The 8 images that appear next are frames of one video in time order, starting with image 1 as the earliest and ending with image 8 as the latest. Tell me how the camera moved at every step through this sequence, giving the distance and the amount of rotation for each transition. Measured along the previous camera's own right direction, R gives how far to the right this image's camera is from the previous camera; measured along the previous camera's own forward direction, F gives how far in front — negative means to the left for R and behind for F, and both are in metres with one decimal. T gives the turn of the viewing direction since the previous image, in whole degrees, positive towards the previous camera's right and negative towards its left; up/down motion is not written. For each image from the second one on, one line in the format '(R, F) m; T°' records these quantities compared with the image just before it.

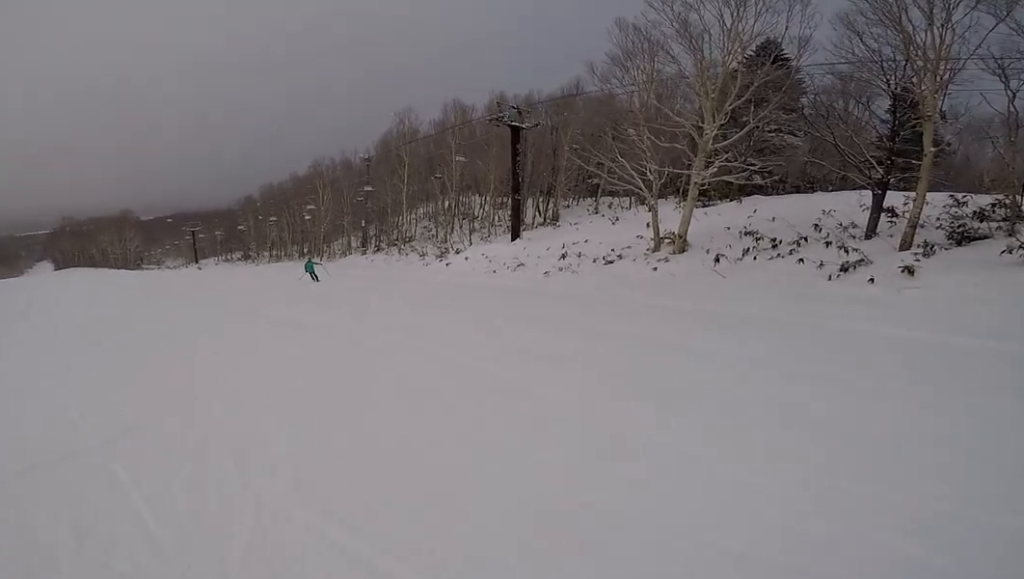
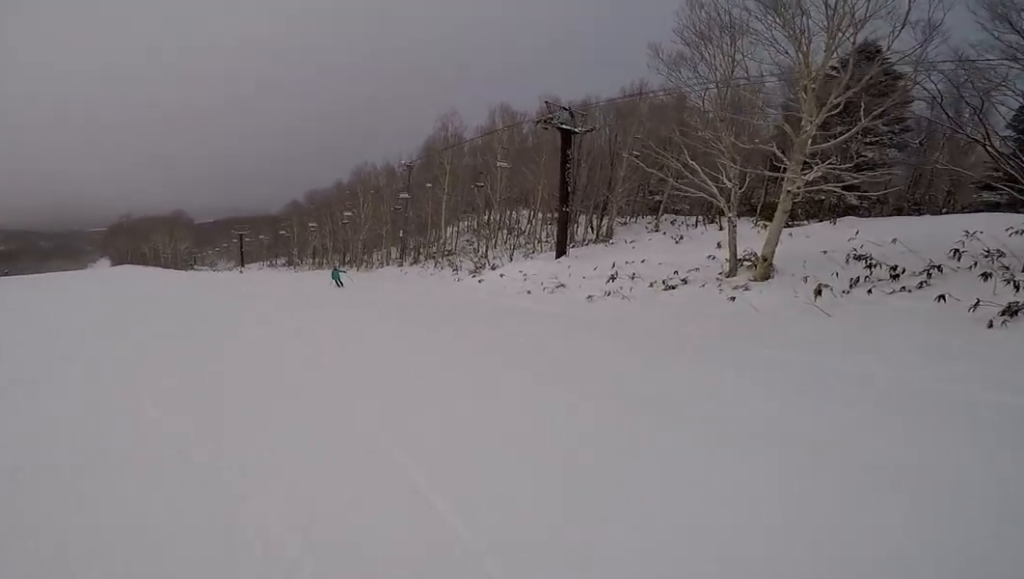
(+0.1, +3.5) m; -8°
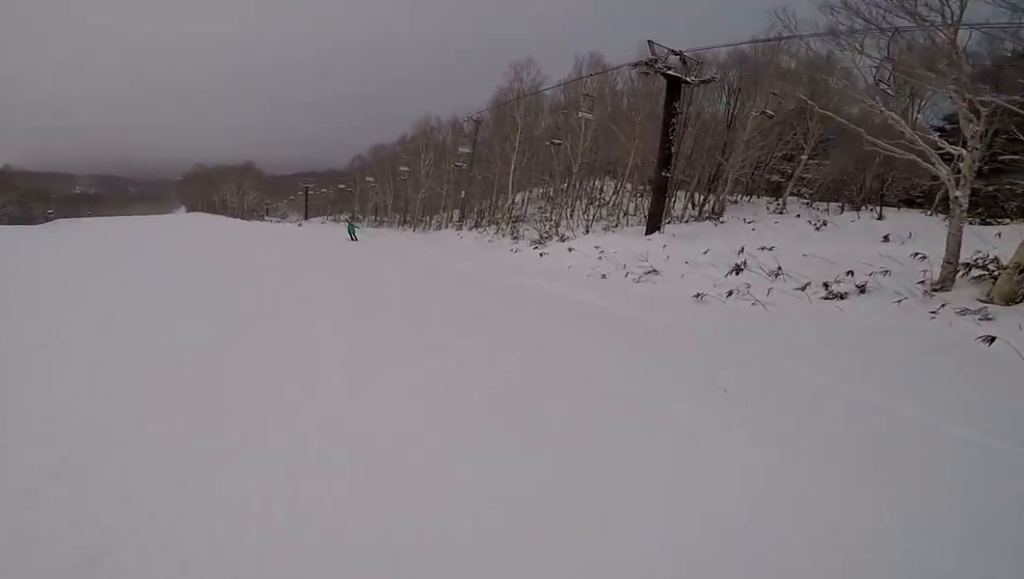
(-0.8, +5.3) m; -14°
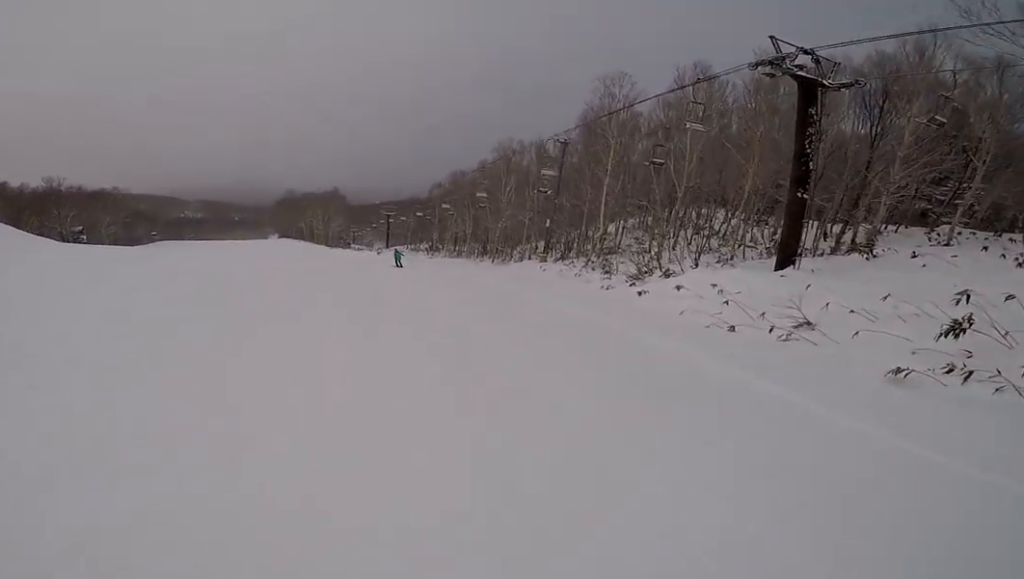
(-0.3, +3.2) m; -8°
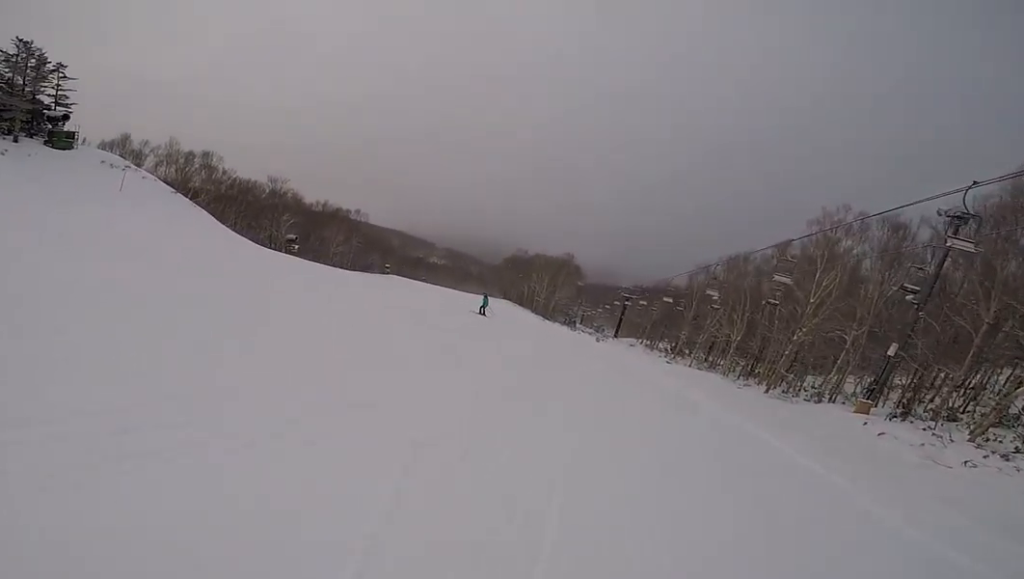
(-2.6, +10.9) m; -25°
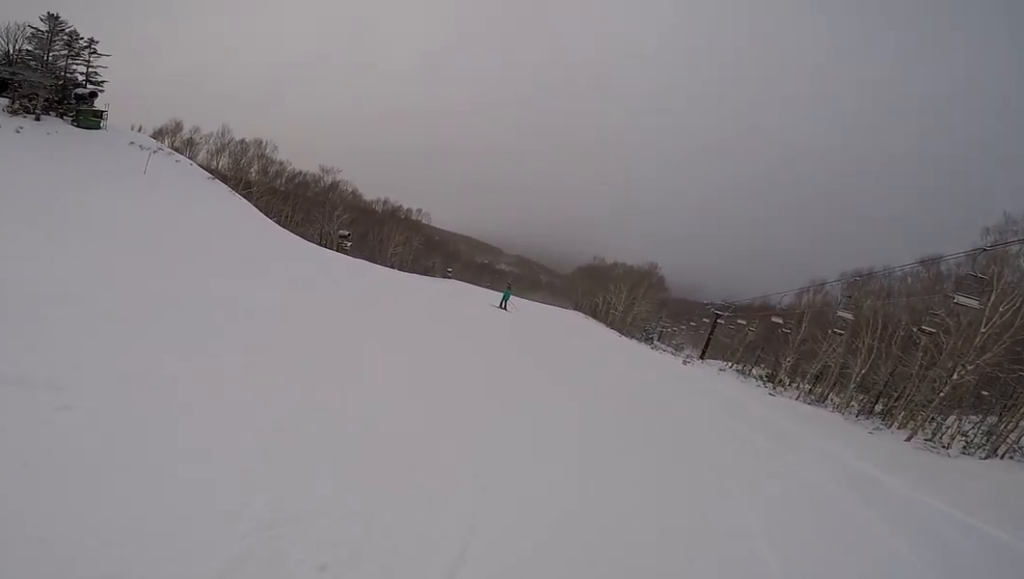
(-0.3, +5.1) m; -11°
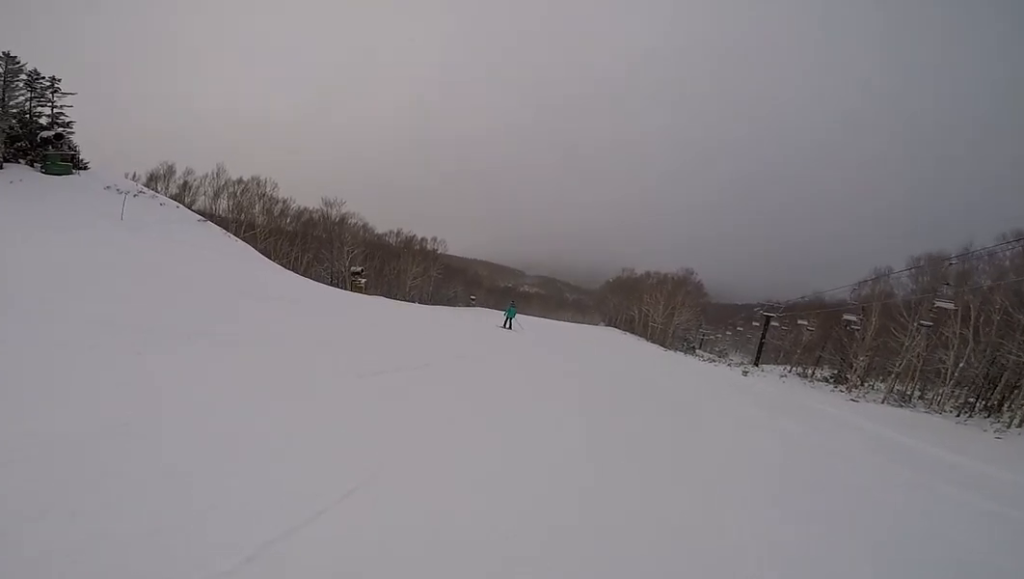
(-0.4, +3.9) m; -12°
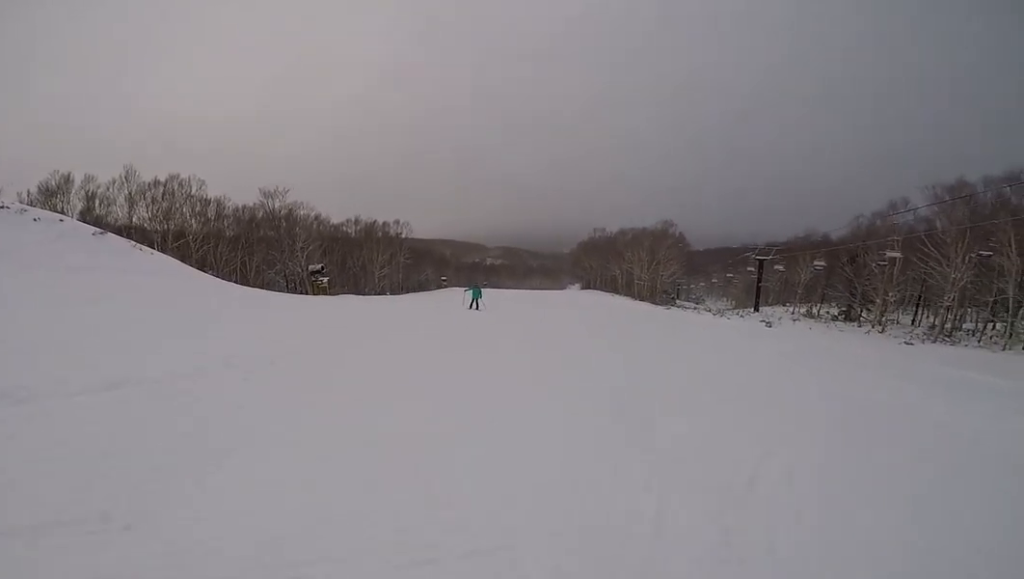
(-1.8, +7.4) m; -10°
